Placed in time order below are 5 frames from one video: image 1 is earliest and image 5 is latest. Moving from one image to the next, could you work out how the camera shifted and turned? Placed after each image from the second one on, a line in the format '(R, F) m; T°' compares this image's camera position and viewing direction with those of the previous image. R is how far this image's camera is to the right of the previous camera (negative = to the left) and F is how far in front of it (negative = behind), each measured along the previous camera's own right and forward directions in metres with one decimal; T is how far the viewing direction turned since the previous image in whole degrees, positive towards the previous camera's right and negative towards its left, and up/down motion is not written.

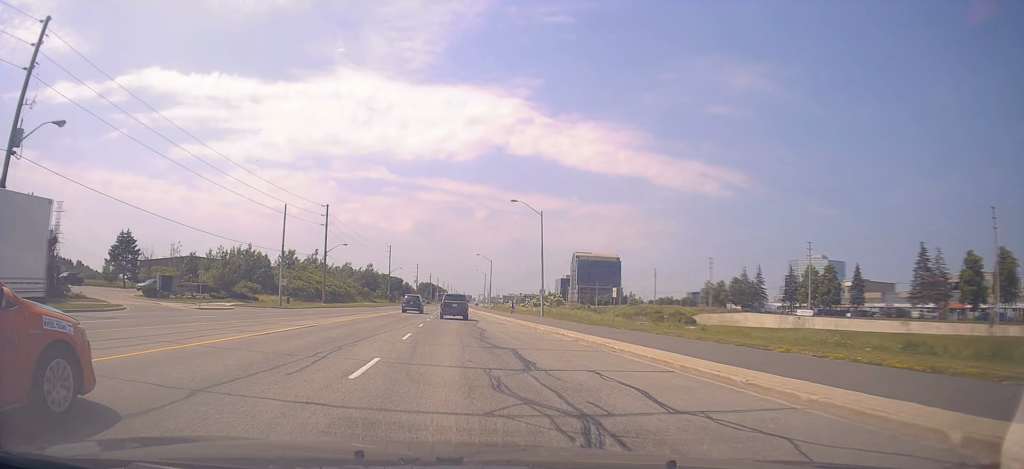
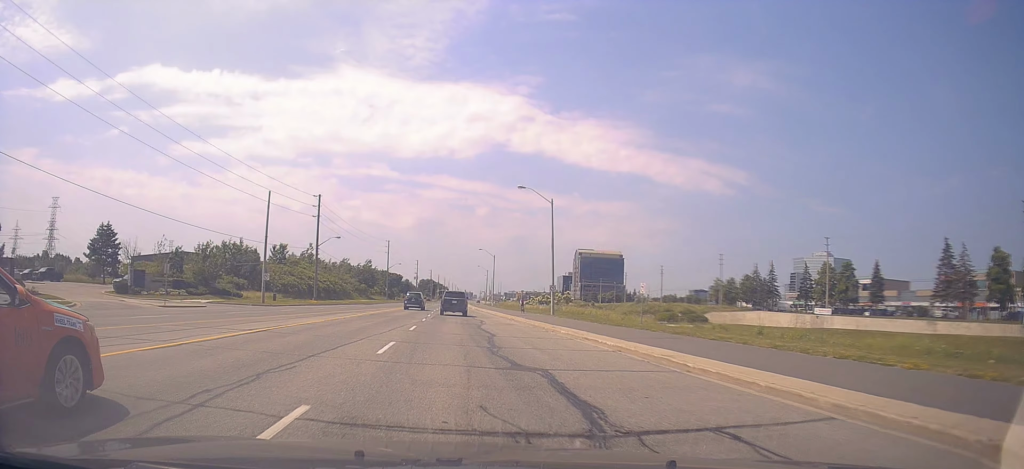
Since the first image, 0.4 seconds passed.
(+0.2, +5.6) m; +1°
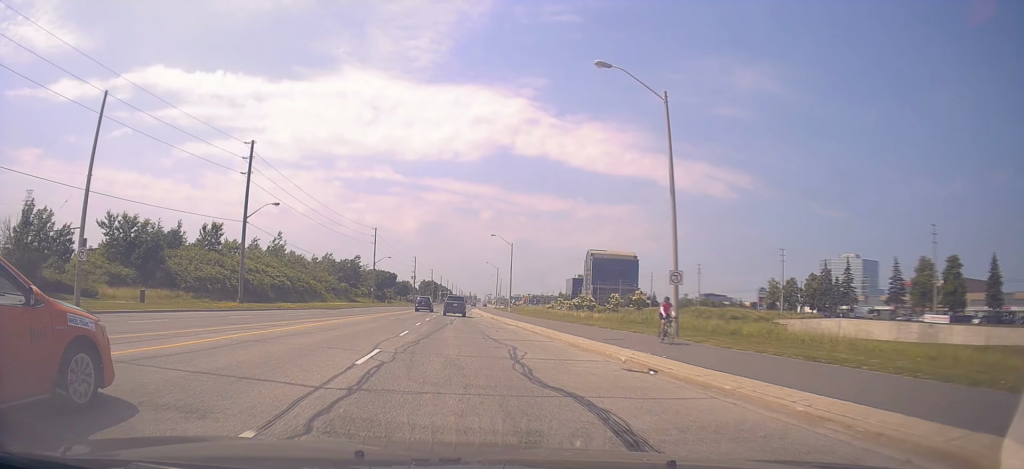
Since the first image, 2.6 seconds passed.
(-0.6, +29.0) m; 0°
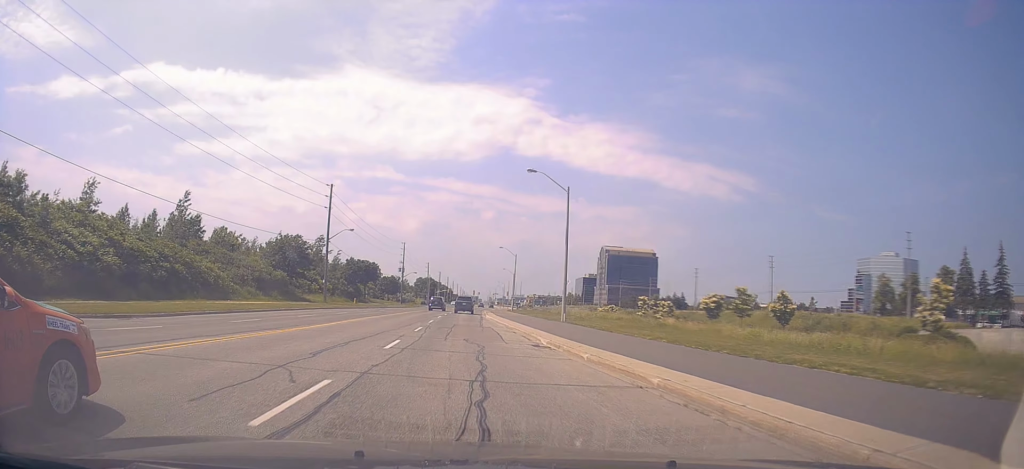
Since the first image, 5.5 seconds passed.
(-0.8, +41.2) m; -1°
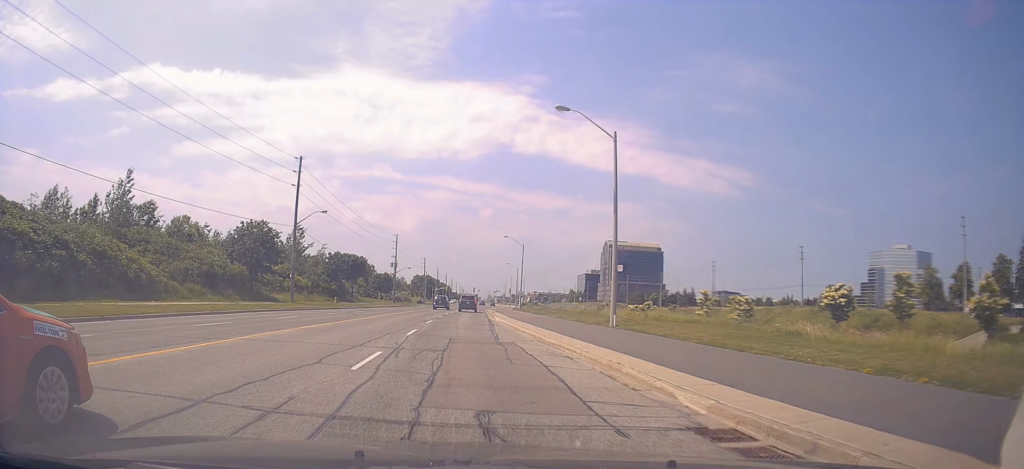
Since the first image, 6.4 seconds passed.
(-0.6, +13.6) m; +1°
